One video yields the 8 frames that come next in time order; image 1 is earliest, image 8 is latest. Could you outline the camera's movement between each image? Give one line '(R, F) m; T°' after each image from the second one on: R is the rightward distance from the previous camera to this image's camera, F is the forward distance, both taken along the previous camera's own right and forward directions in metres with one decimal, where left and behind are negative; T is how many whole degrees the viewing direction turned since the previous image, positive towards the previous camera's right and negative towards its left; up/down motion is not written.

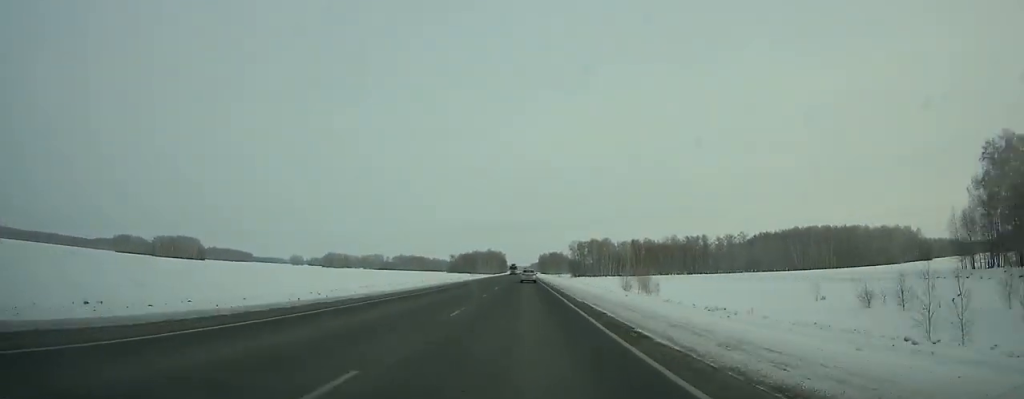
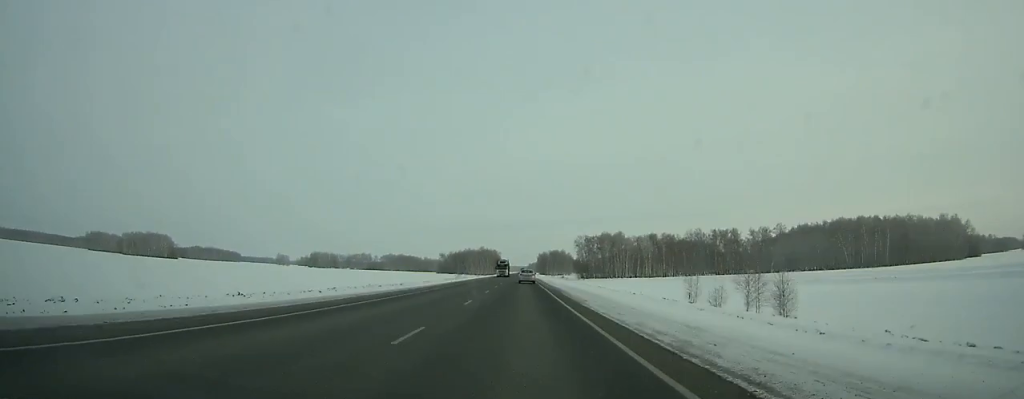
(+0.2, +54.5) m; 0°
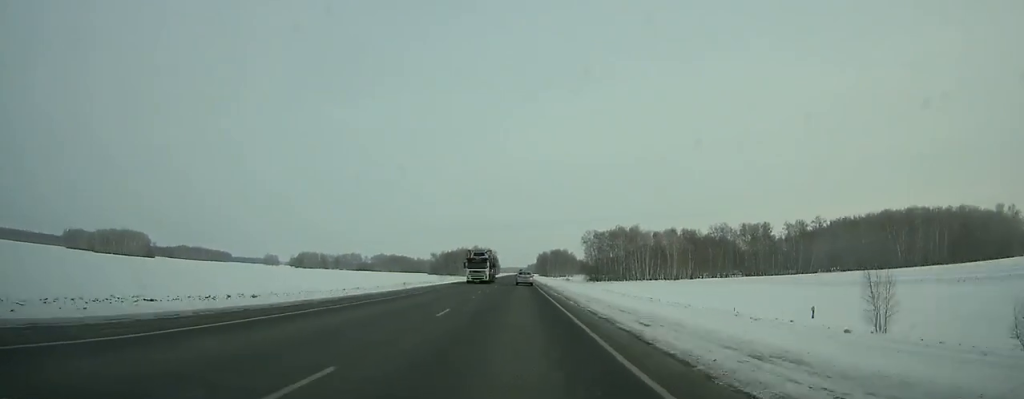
(0.0, +42.2) m; 0°
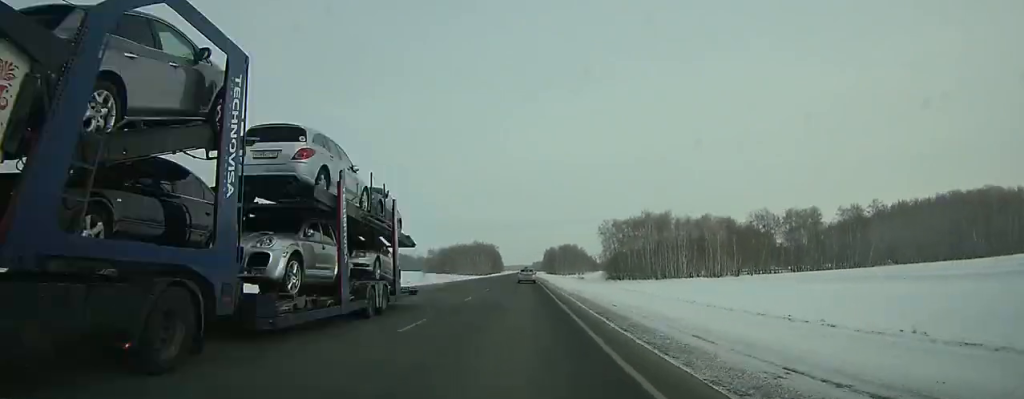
(-0.1, +38.9) m; 0°
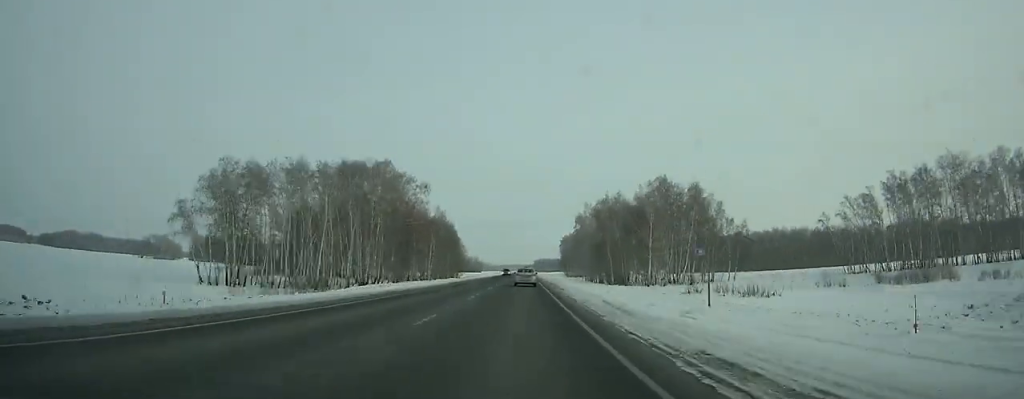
(0.0, +259.1) m; 0°
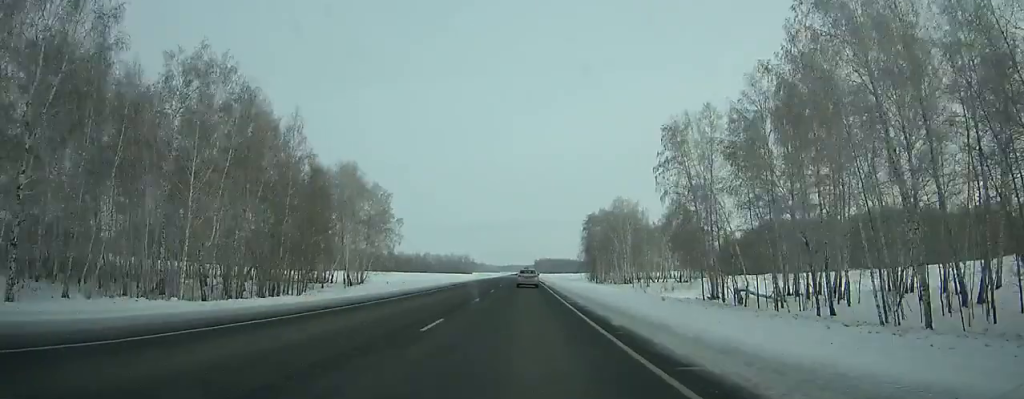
(0.0, +107.4) m; 0°
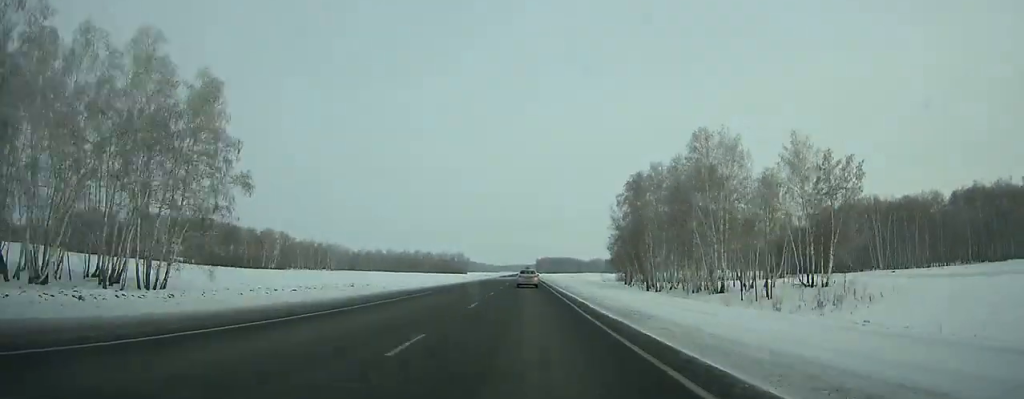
(+0.1, +63.3) m; 0°
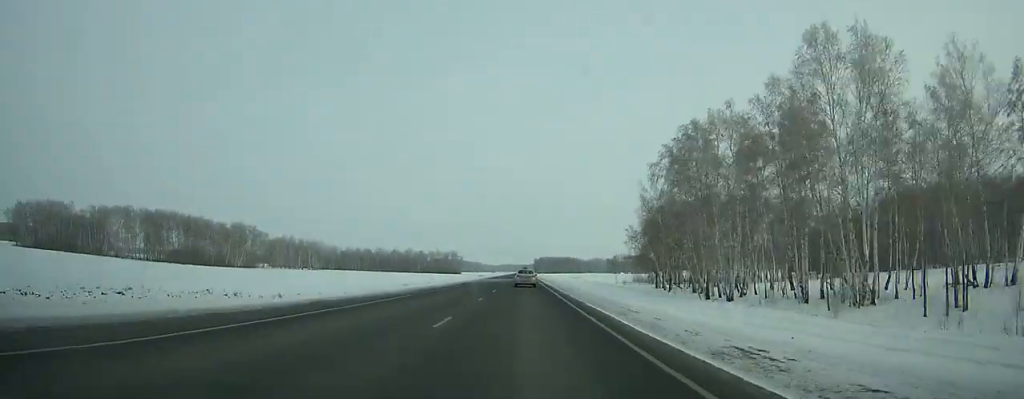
(0.0, +31.6) m; 0°
